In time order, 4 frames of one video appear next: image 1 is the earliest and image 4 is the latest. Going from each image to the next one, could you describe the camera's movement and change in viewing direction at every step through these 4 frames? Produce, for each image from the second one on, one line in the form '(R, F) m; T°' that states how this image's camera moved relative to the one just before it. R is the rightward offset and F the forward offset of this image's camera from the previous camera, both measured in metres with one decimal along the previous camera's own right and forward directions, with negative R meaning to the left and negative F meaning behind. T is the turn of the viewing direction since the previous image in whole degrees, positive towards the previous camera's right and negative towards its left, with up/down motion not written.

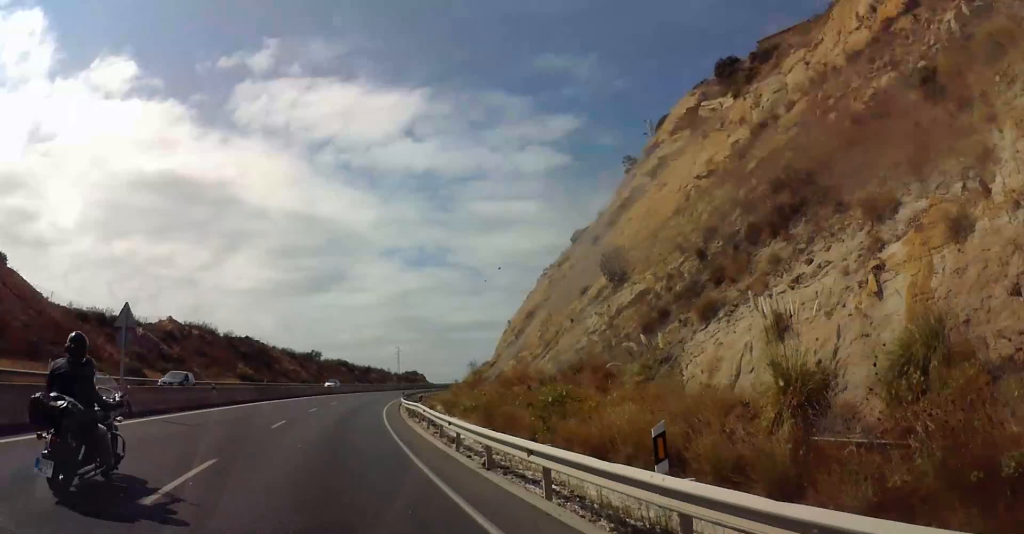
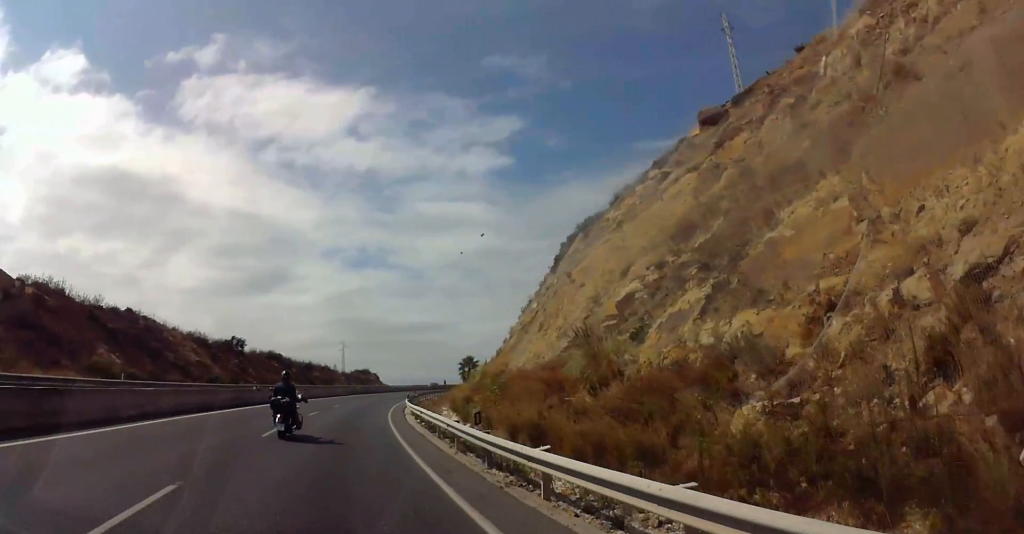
(+0.9, +39.8) m; +3°
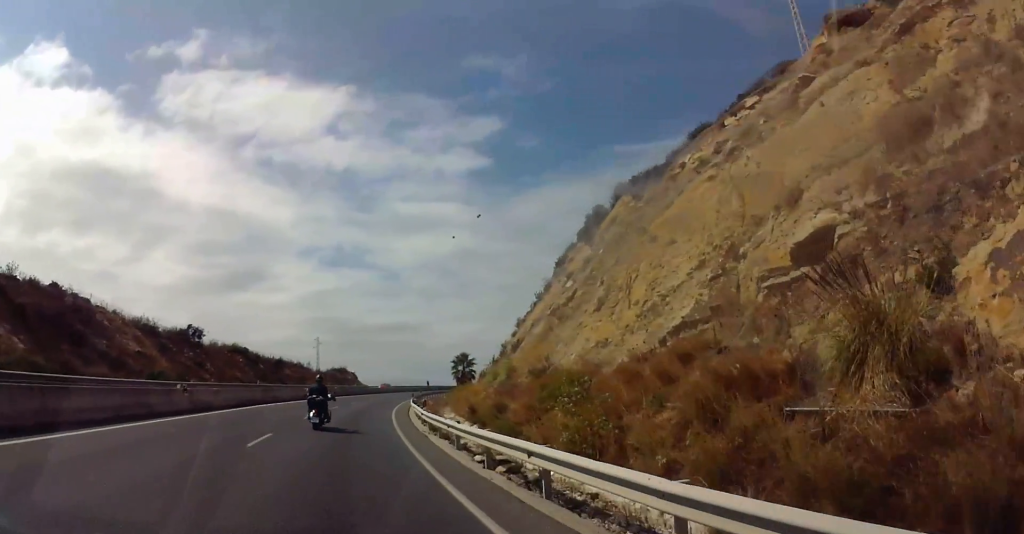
(-0.2, +16.1) m; +5°
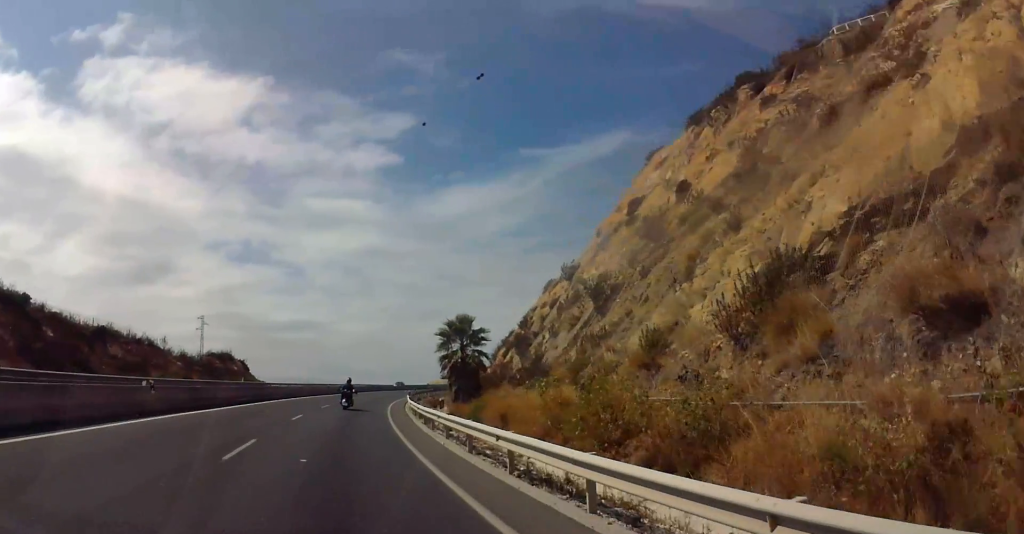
(+6.8, +53.6) m; +8°
